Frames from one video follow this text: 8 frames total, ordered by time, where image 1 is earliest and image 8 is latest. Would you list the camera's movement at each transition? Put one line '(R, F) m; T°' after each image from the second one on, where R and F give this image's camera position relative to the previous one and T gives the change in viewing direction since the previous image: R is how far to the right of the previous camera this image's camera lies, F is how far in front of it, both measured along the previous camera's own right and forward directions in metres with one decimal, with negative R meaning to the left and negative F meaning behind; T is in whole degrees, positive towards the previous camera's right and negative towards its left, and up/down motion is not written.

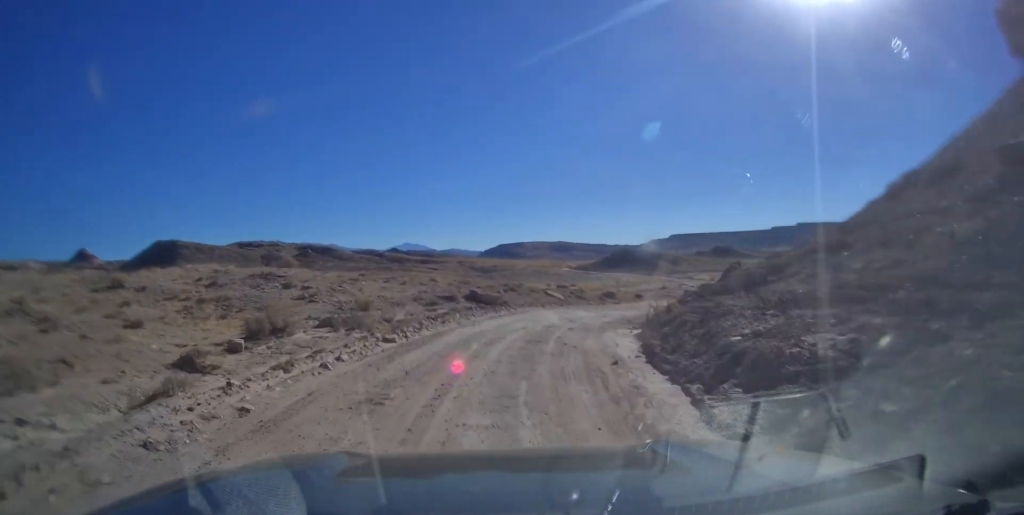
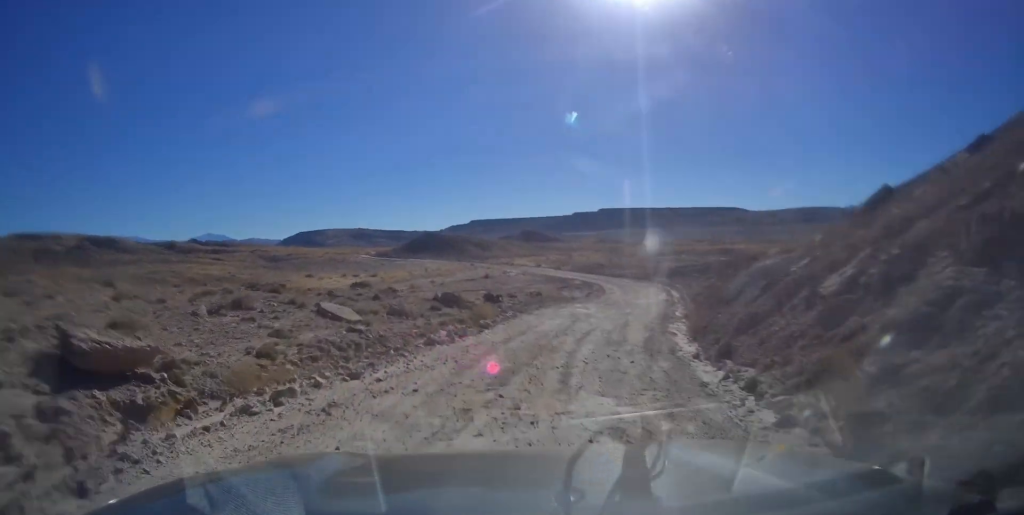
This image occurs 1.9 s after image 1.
(+2.1, +27.1) m; +15°
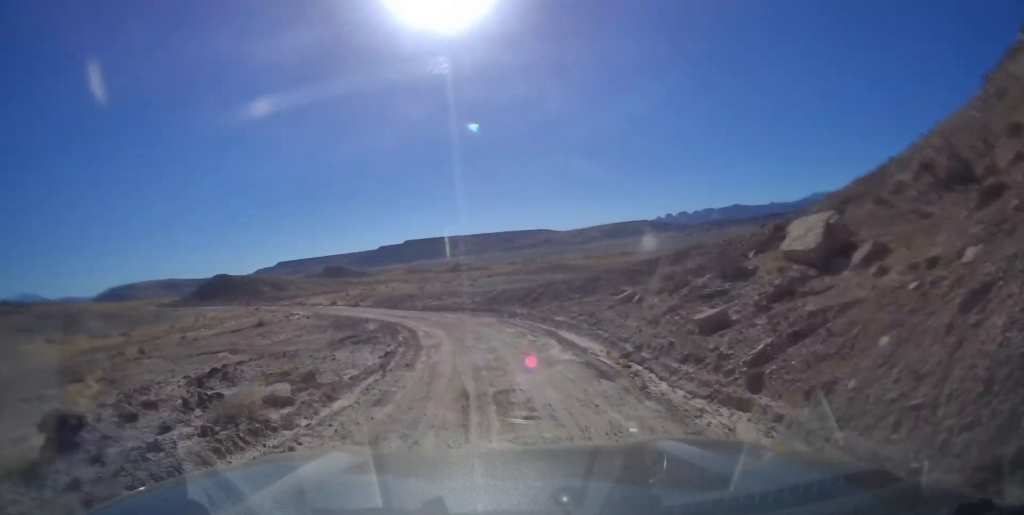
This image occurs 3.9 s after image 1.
(+4.7, +24.0) m; +17°
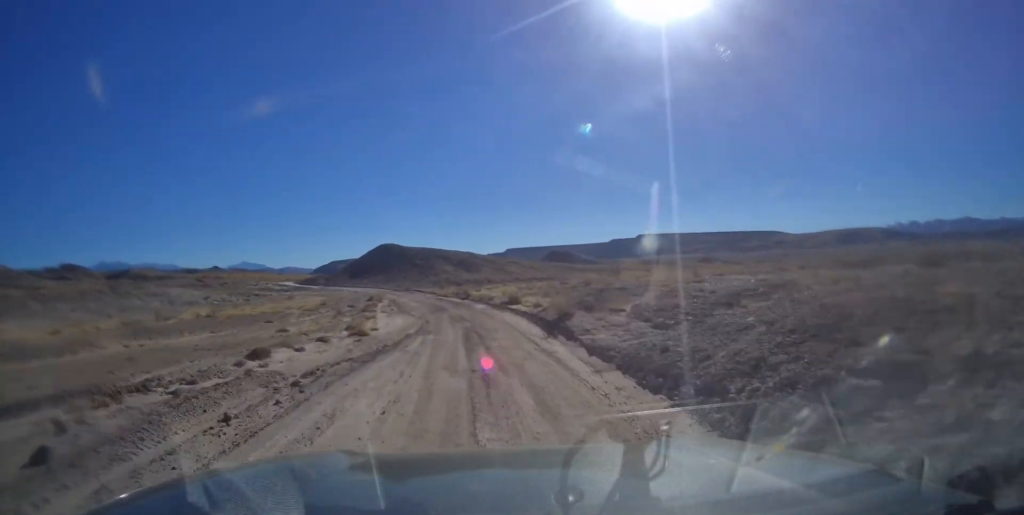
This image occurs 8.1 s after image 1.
(+3.1, +51.0) m; -4°
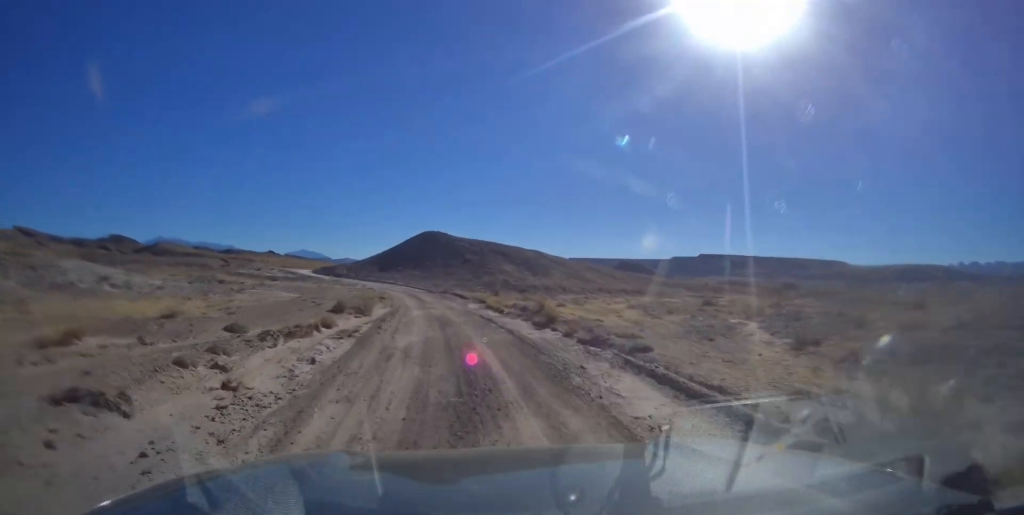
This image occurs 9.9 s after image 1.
(-2.1, +25.4) m; -8°
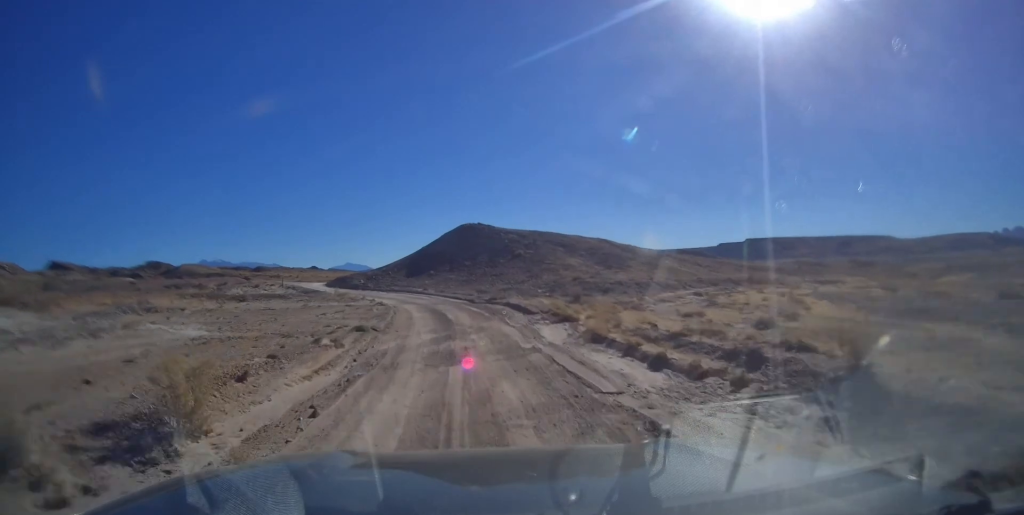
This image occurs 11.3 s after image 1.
(-0.9, +18.8) m; -5°
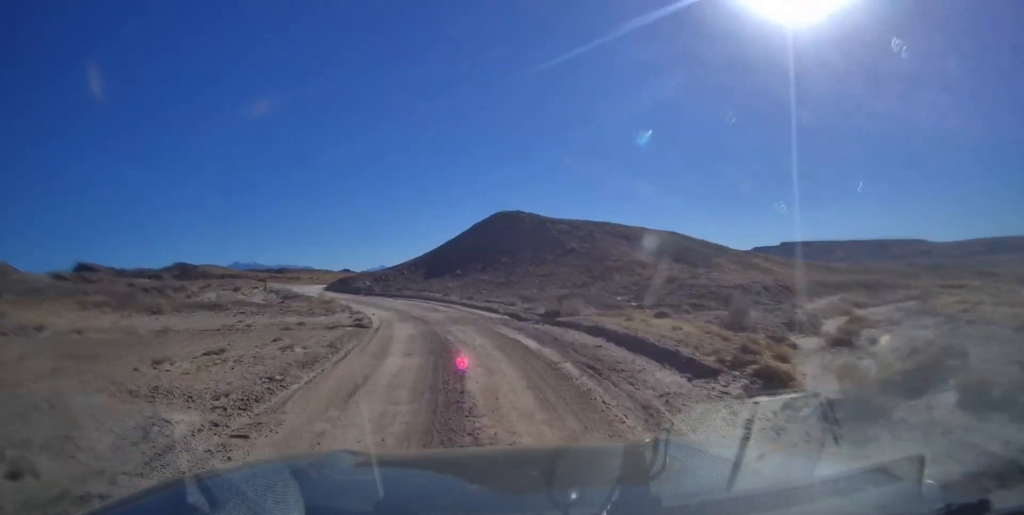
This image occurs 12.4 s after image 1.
(-0.1, +16.1) m; -5°
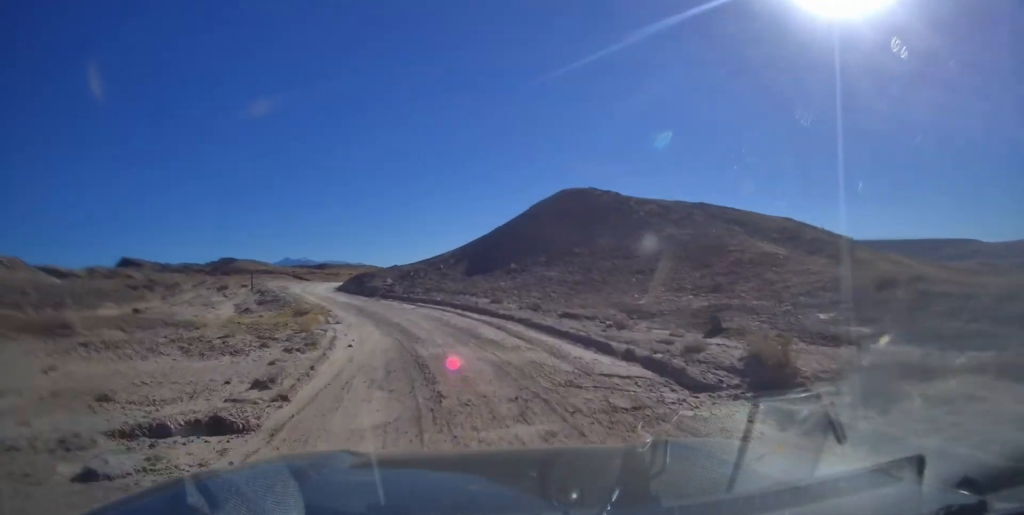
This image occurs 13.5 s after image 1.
(-0.9, +14.6) m; -5°
